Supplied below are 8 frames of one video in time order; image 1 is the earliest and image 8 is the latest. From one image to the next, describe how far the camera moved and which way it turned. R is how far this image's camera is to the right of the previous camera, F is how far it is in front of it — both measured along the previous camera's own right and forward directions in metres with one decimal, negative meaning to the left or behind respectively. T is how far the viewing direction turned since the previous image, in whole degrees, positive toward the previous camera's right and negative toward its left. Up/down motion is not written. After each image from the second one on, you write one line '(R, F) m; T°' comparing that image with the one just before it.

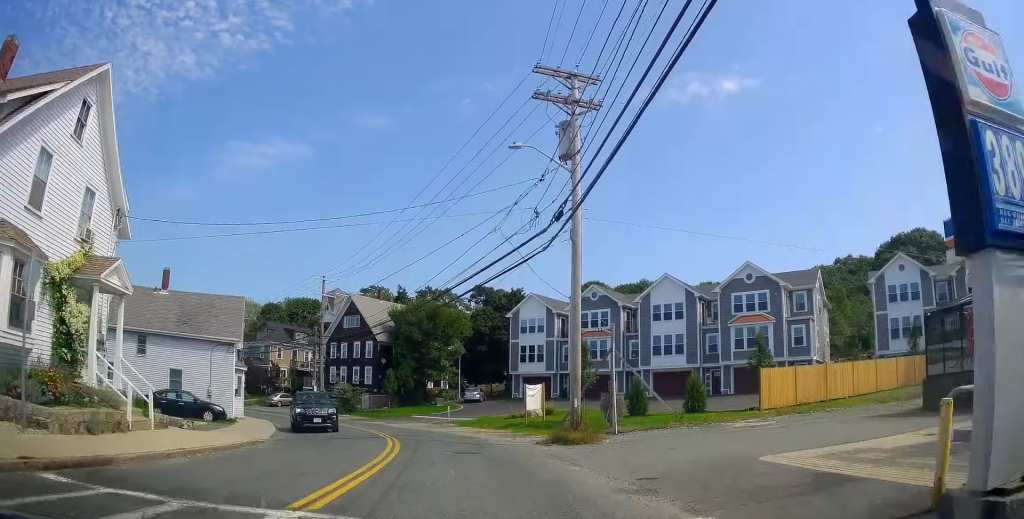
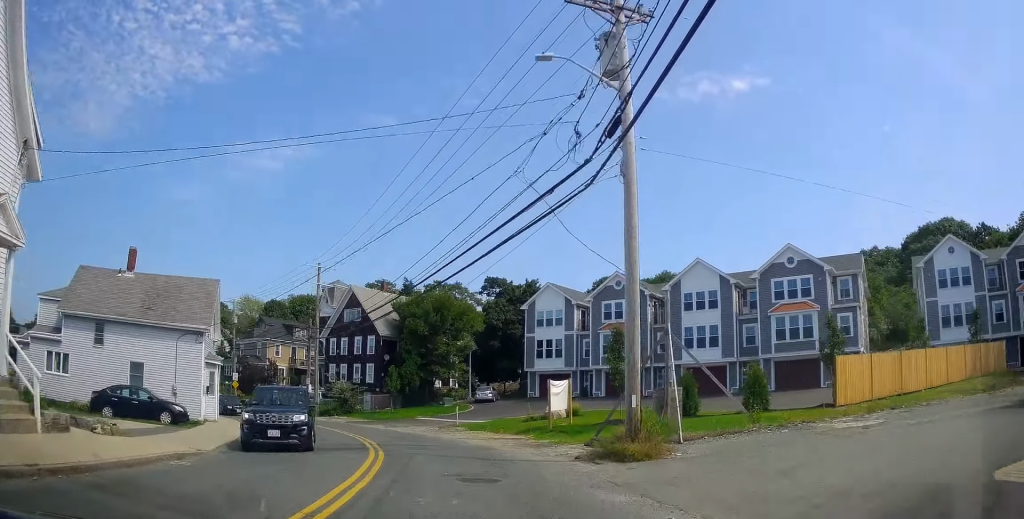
(+0.4, +5.3) m; -1°
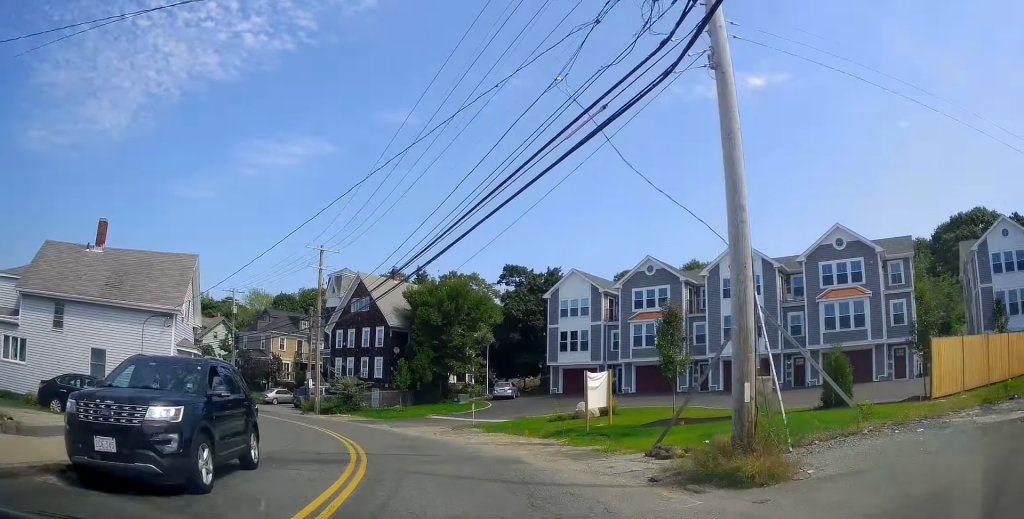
(-0.4, +4.6) m; -3°
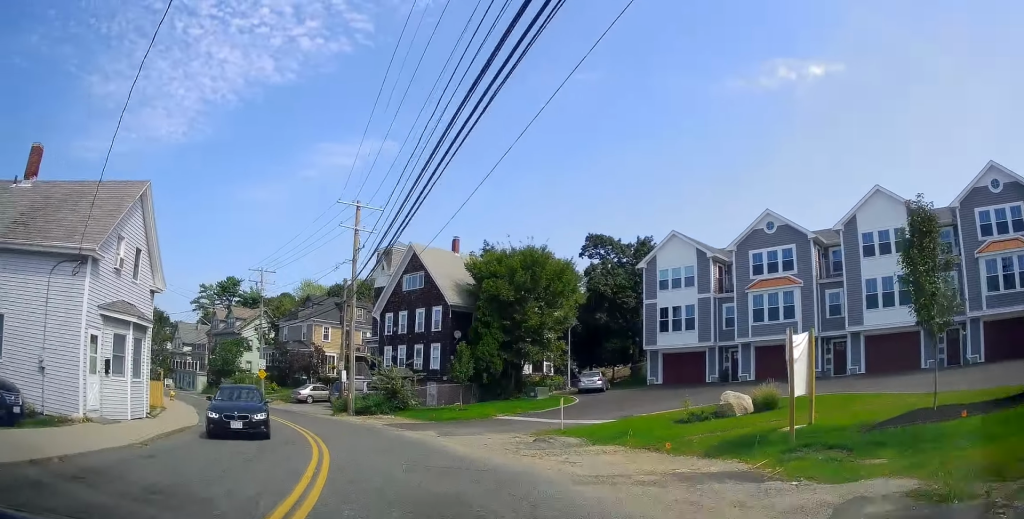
(-0.6, +9.9) m; -5°
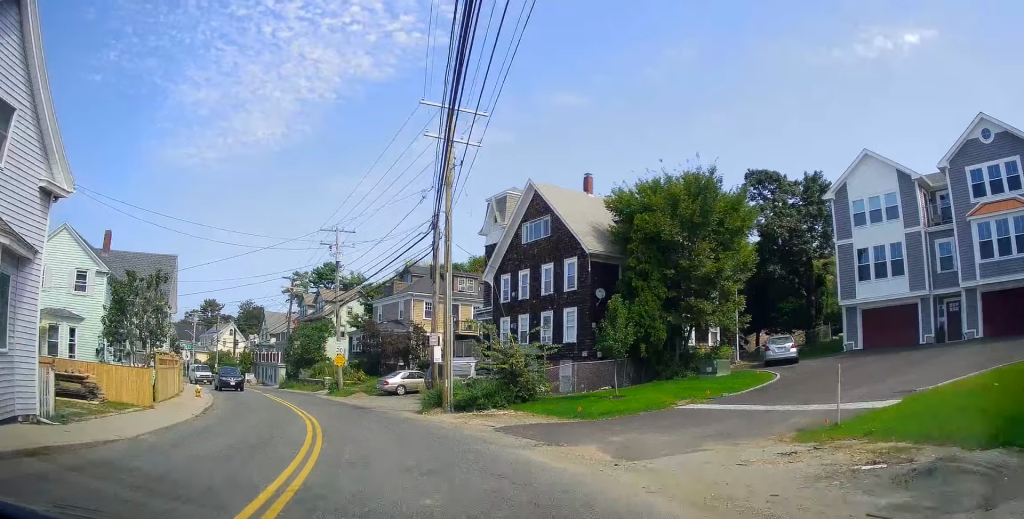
(-0.4, +11.1) m; -7°
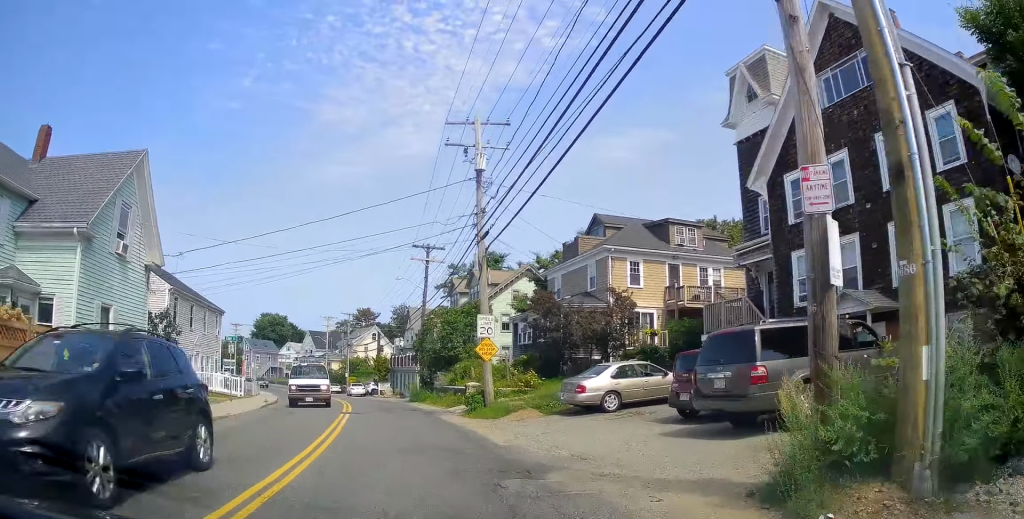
(-2.6, +17.3) m; -18°
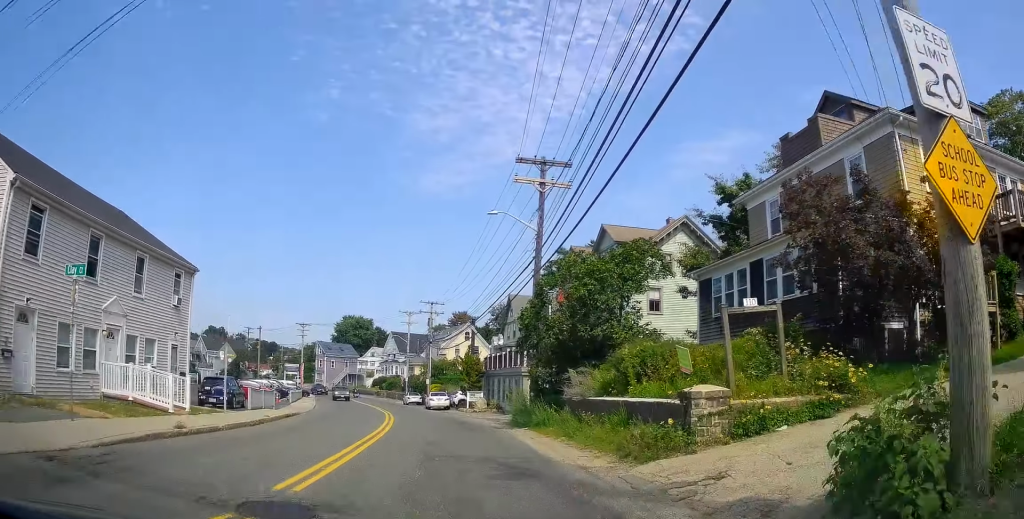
(-1.3, +16.2) m; -11°
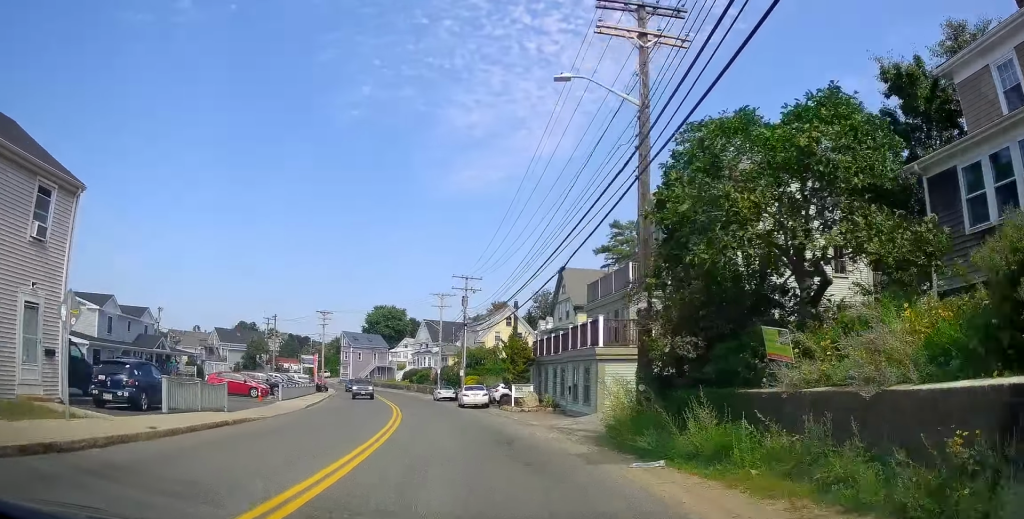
(-0.9, +9.9) m; -8°
